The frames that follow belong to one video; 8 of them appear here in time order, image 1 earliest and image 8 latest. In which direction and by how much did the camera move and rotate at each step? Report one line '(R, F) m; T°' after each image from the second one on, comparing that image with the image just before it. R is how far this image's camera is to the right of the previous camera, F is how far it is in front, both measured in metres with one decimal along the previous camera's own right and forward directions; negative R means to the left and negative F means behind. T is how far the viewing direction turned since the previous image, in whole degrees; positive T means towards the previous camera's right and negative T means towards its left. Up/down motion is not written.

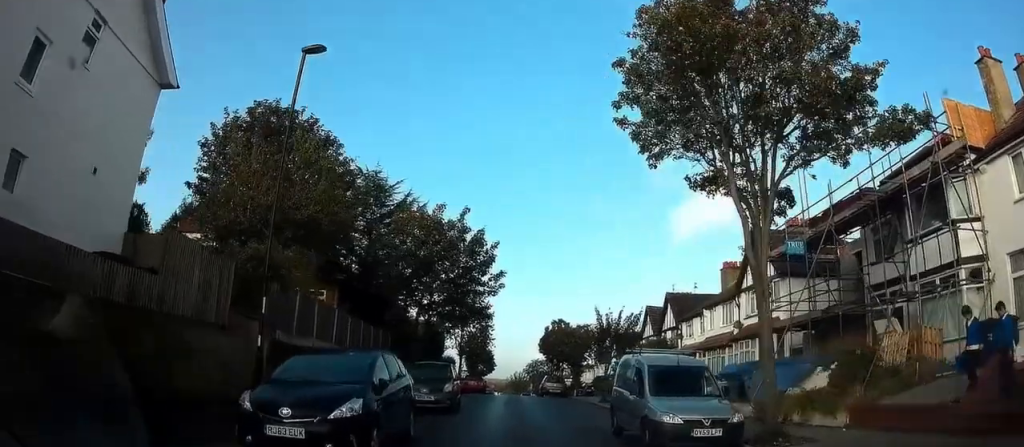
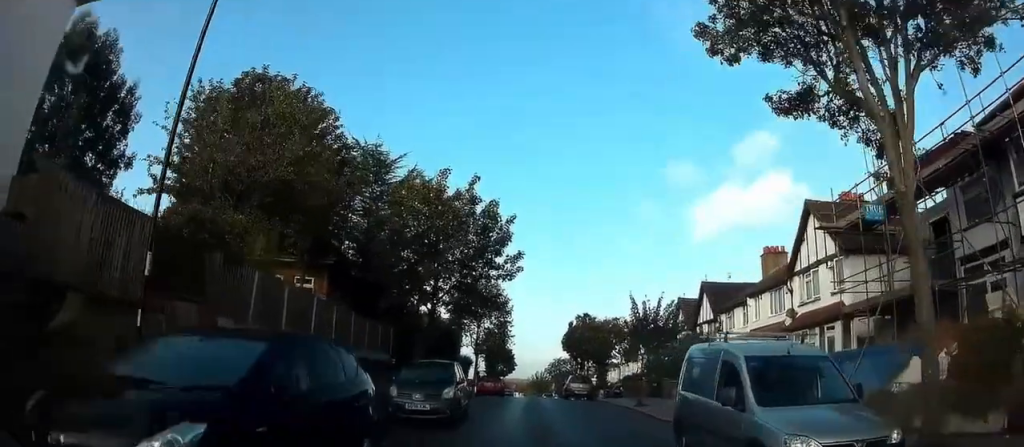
(+0.1, +3.8) m; -3°
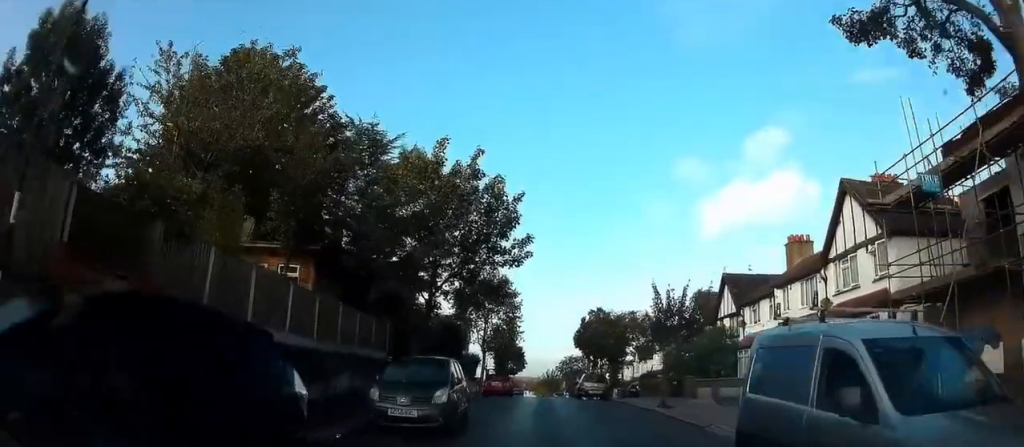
(-0.1, +2.4) m; -1°
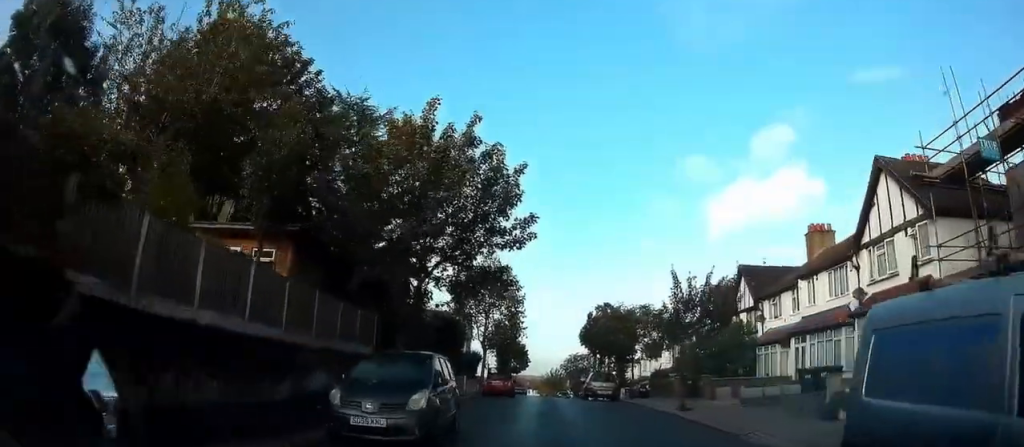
(-0.1, +2.3) m; -1°
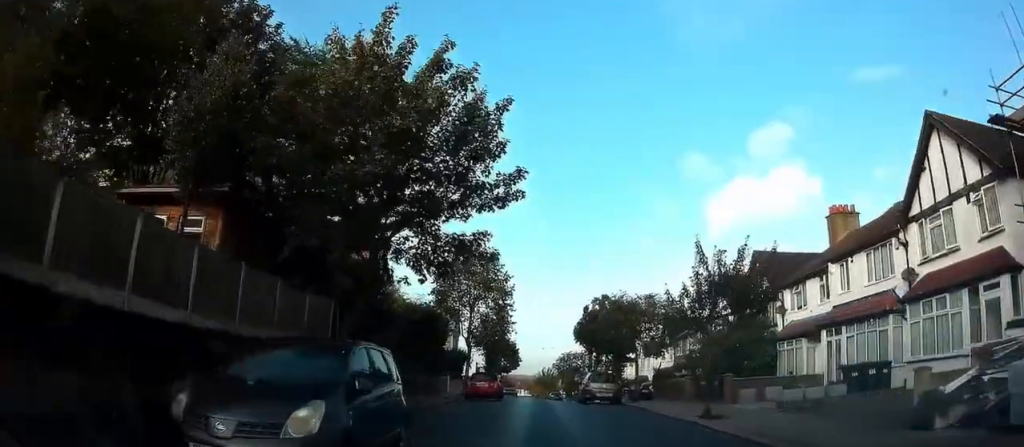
(0.0, +3.8) m; 0°
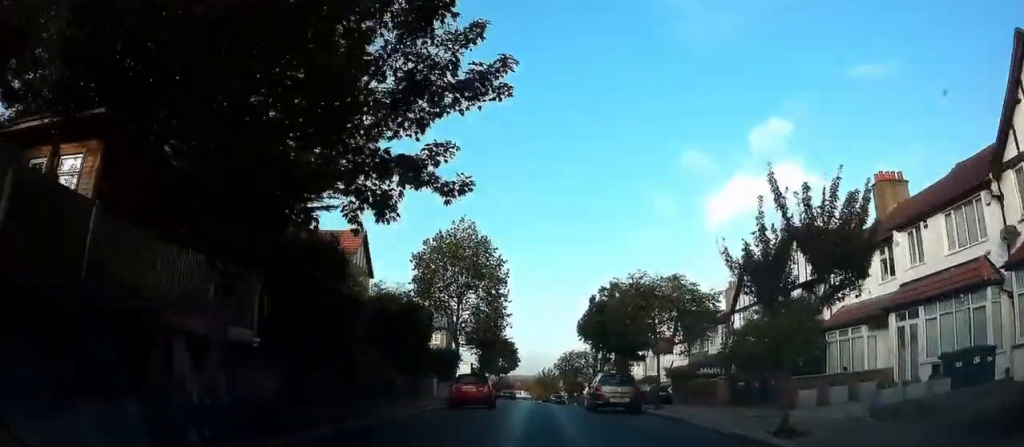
(0.0, +4.9) m; +1°
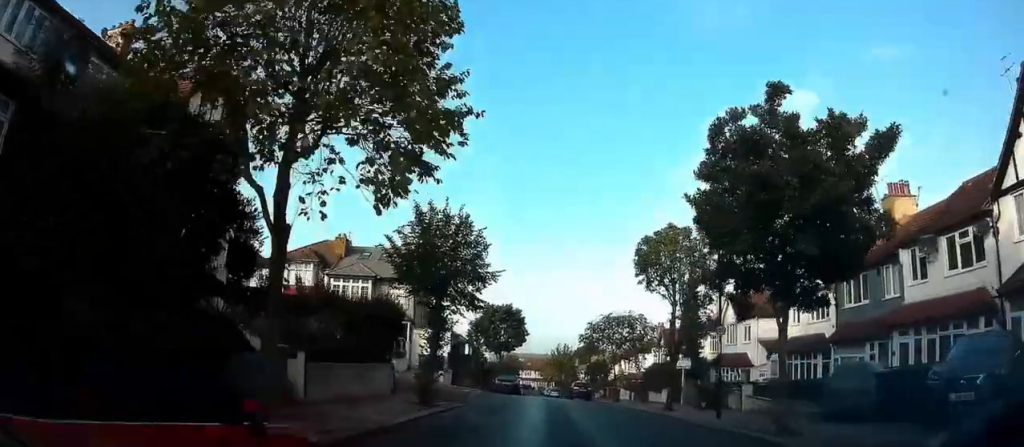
(-0.3, +20.6) m; 0°
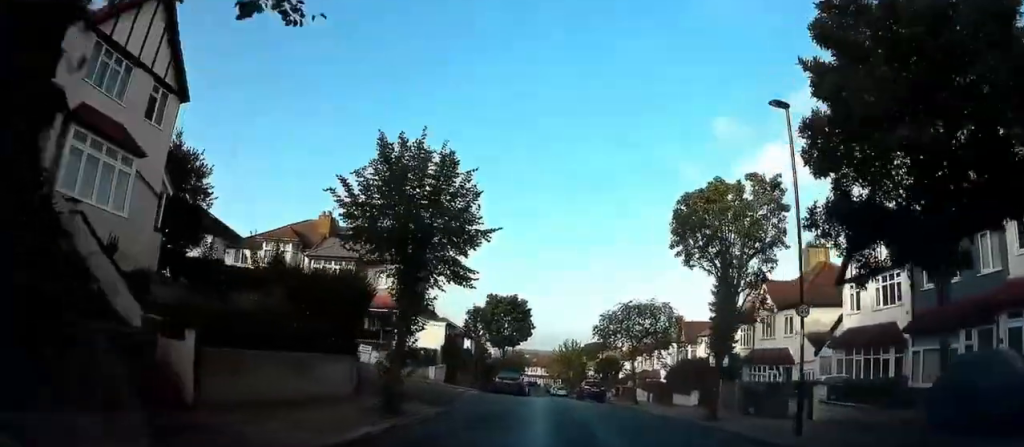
(+0.1, +4.9) m; +2°
